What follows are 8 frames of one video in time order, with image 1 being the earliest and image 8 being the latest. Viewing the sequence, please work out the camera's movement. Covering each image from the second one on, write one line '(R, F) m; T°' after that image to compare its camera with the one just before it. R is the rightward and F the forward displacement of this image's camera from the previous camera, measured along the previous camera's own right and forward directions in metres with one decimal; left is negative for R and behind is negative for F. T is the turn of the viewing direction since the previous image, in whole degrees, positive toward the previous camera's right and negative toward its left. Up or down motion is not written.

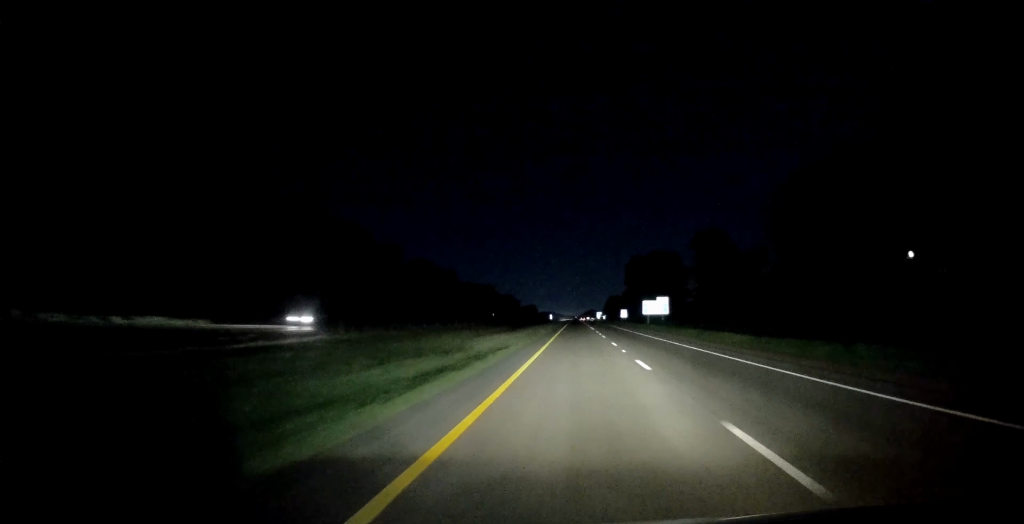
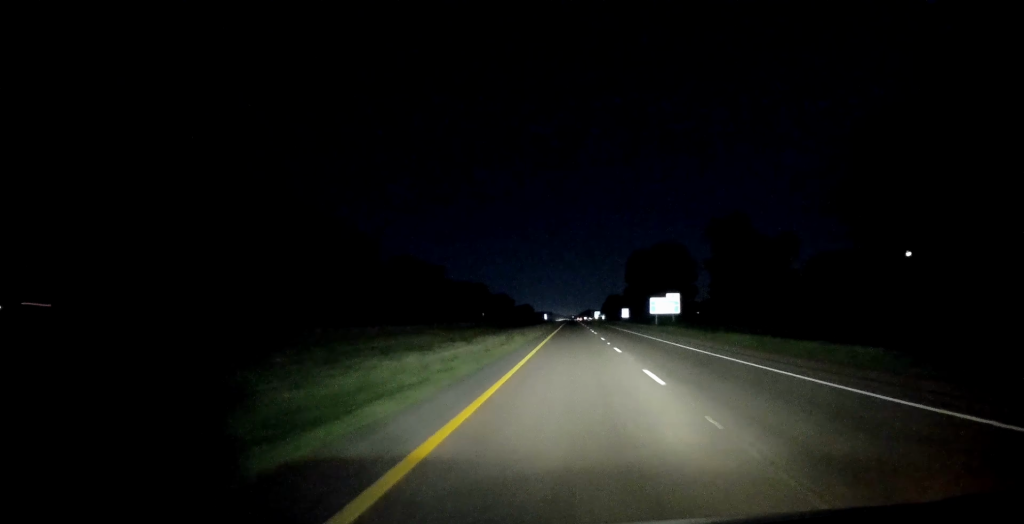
(-0.1, +17.4) m; 0°
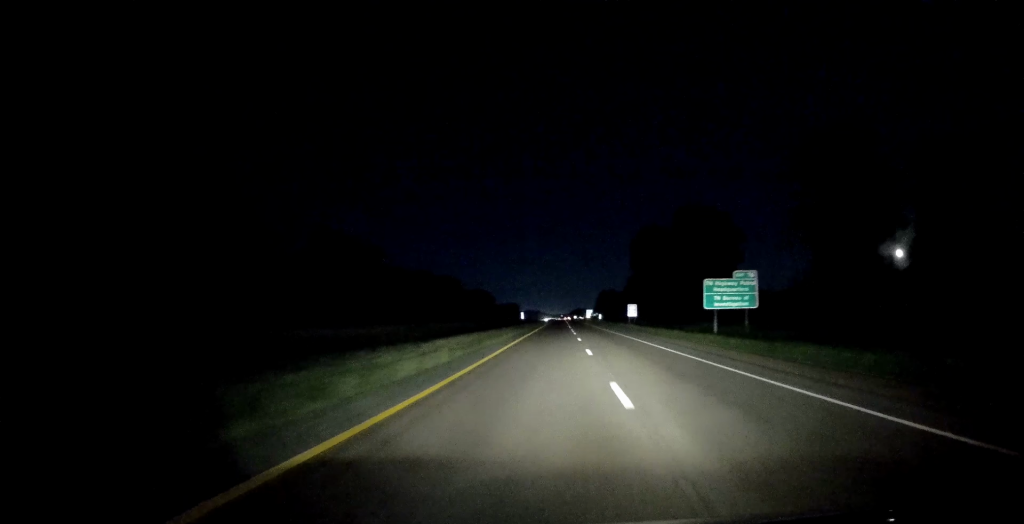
(+0.4, +52.8) m; +2°
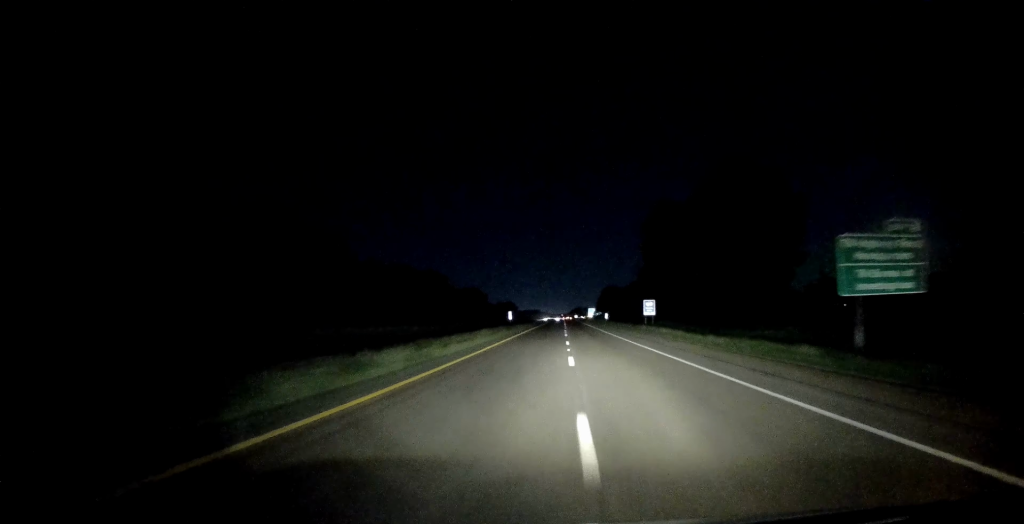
(0.0, +30.2) m; +1°
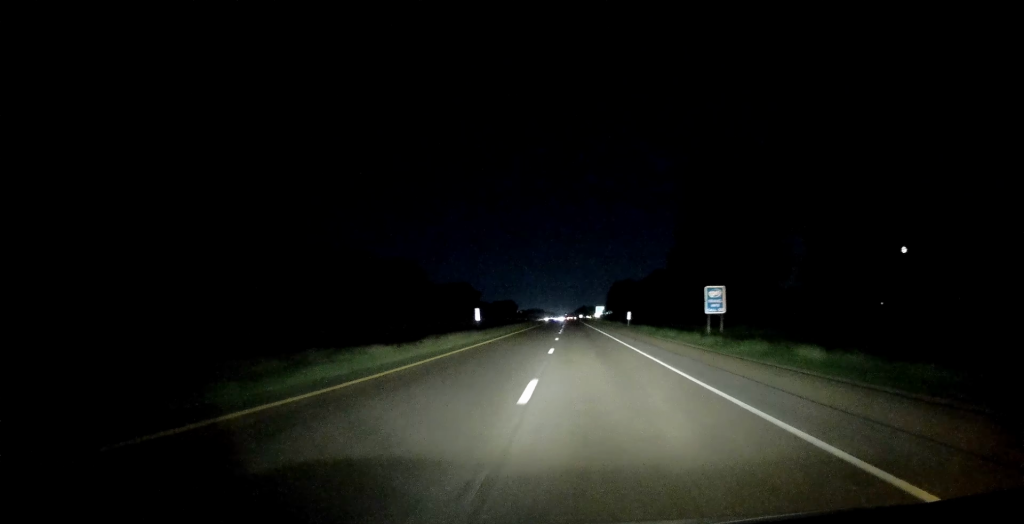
(+0.2, +46.7) m; 0°
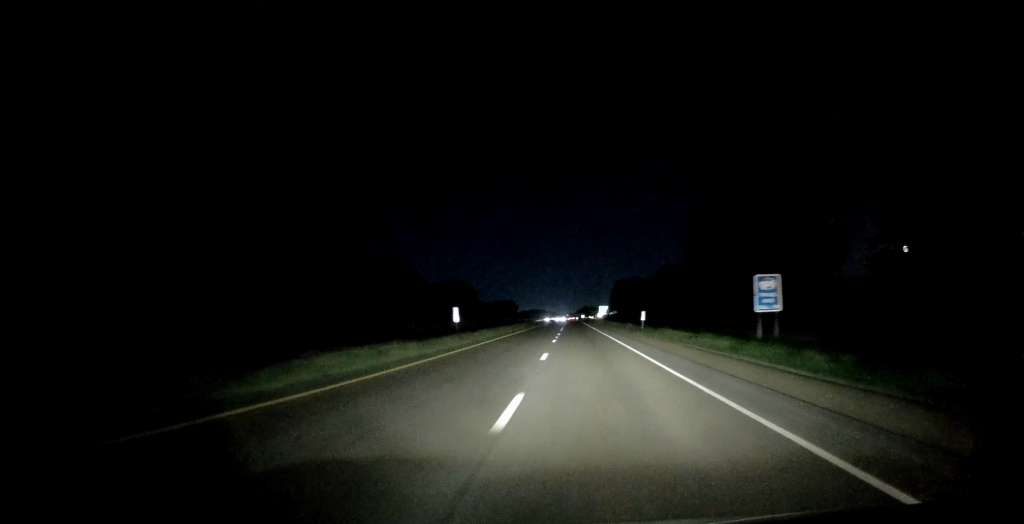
(-0.1, +15.5) m; 0°
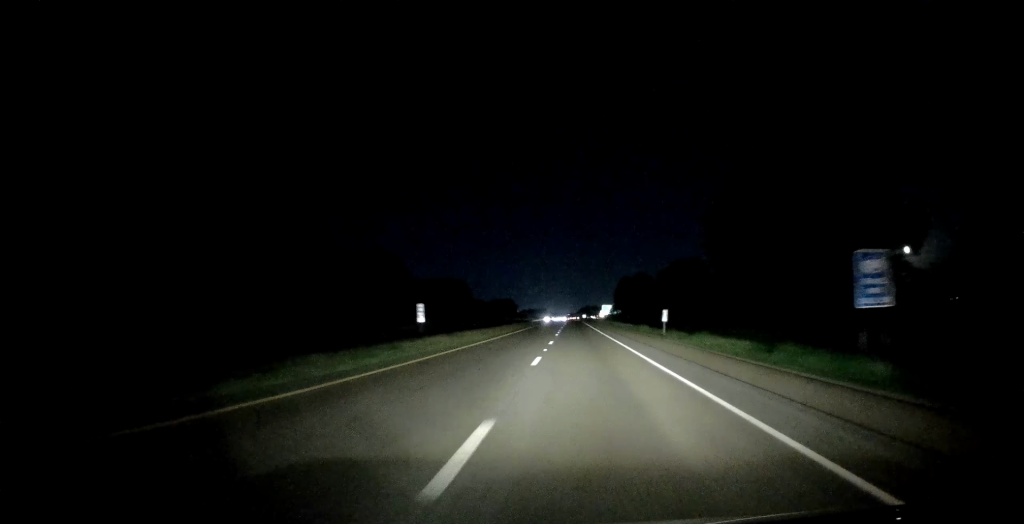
(-0.1, +15.4) m; 0°
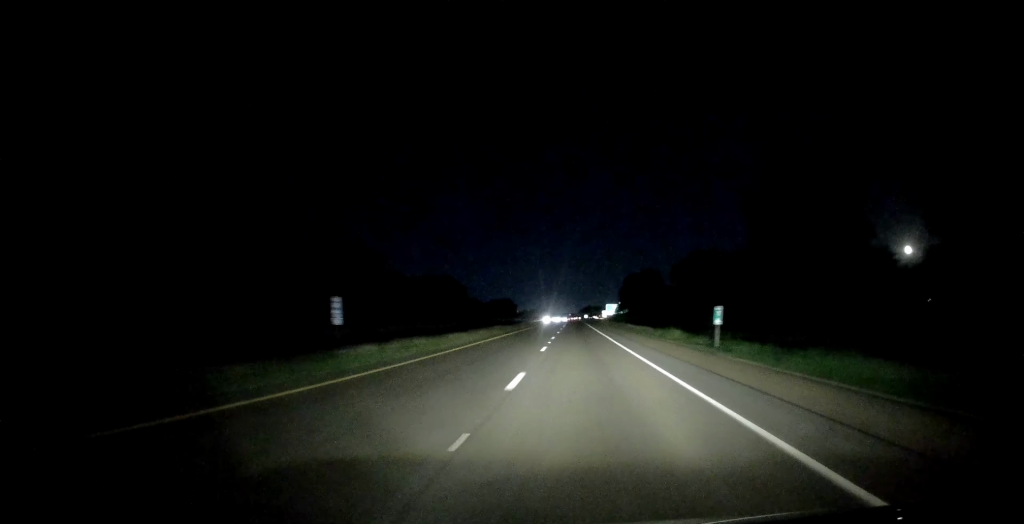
(-0.1, +18.4) m; 0°
